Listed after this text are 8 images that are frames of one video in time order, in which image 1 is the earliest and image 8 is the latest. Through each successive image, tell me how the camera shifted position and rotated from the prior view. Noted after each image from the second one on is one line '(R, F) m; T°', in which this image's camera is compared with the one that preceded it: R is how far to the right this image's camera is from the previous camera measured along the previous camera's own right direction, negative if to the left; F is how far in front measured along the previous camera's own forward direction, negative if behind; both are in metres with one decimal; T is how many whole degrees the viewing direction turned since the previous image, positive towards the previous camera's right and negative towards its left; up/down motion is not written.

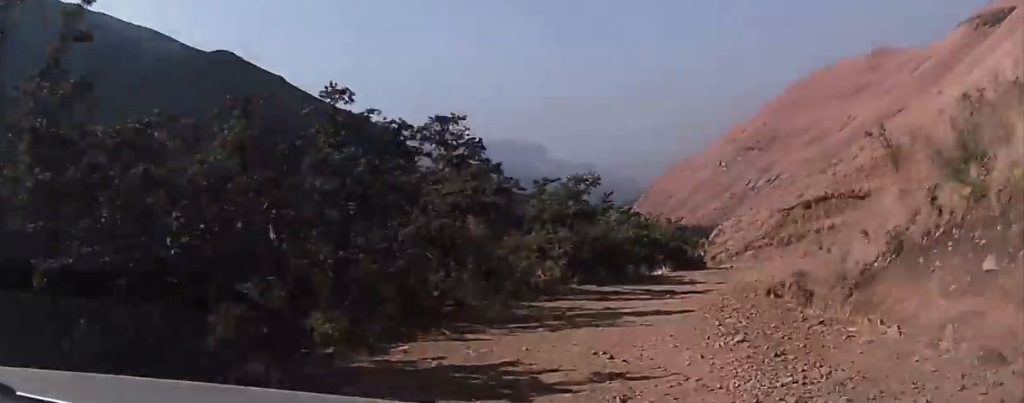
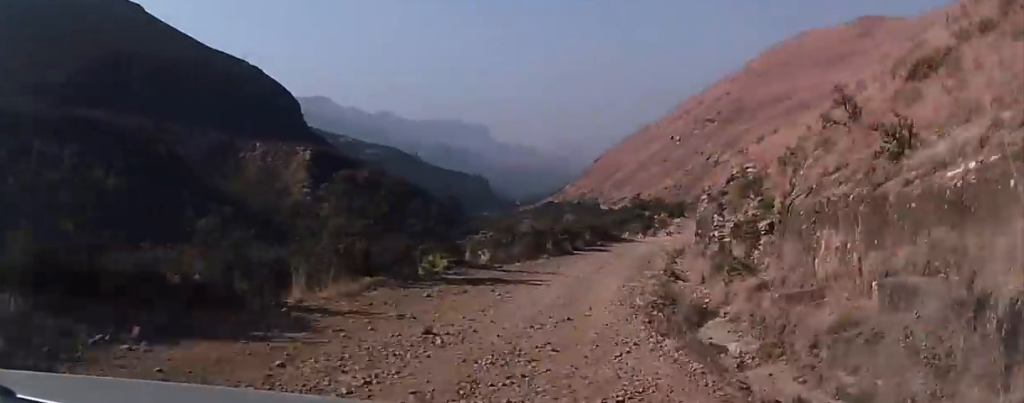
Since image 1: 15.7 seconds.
(+0.8, +90.4) m; 0°
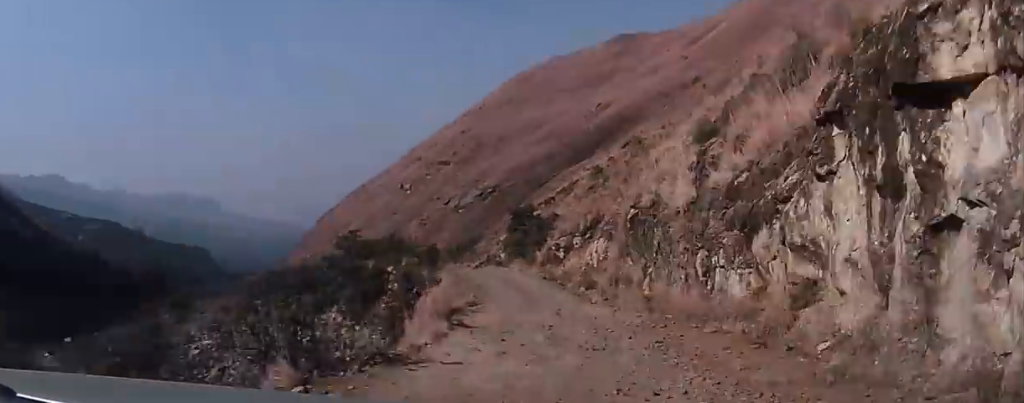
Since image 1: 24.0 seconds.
(+5.7, +52.3) m; +8°
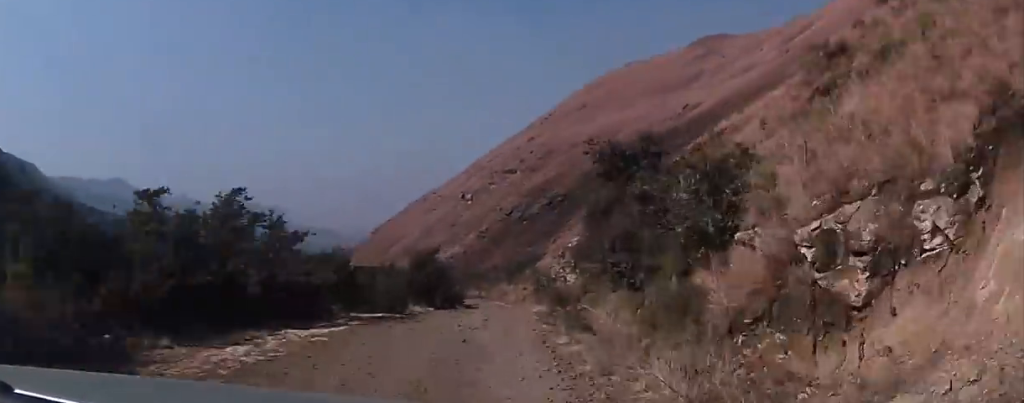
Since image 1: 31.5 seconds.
(+1.5, +50.5) m; -1°
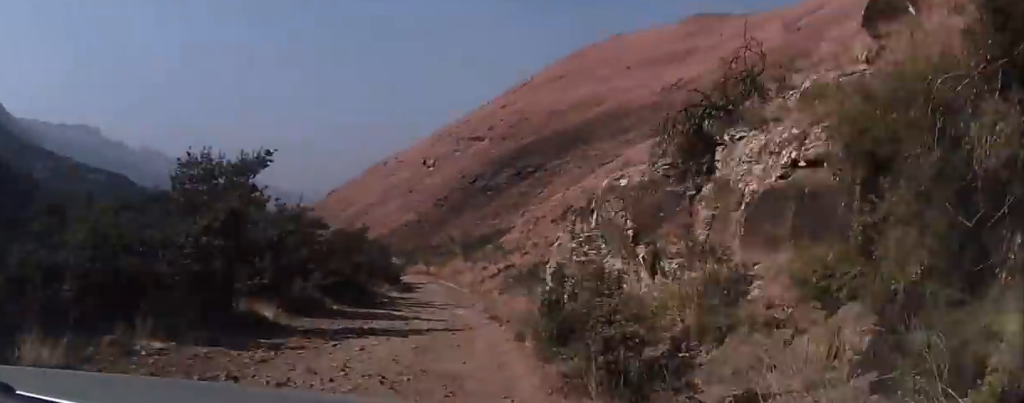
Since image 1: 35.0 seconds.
(-0.9, +24.8) m; -3°
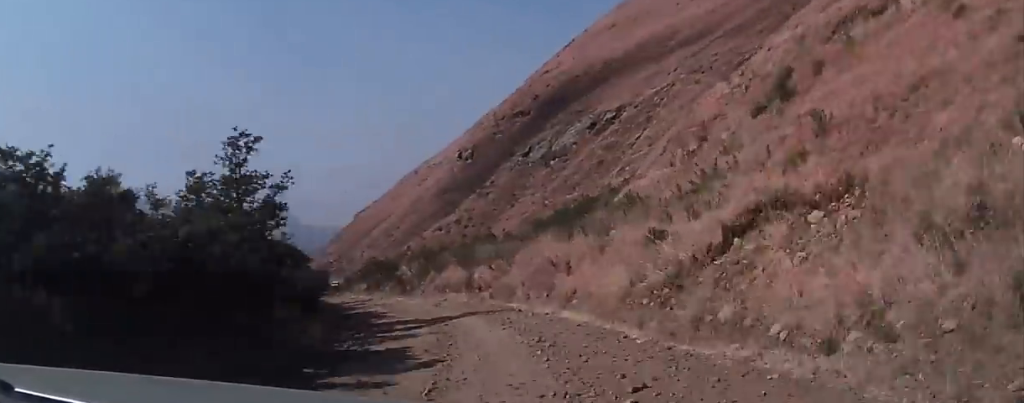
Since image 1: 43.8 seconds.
(-4.2, +63.9) m; -9°
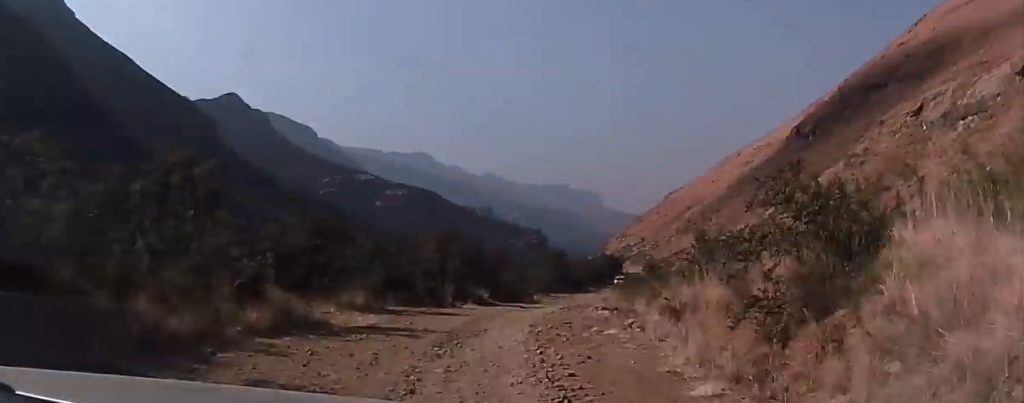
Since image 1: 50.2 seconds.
(-3.0, +46.7) m; -4°
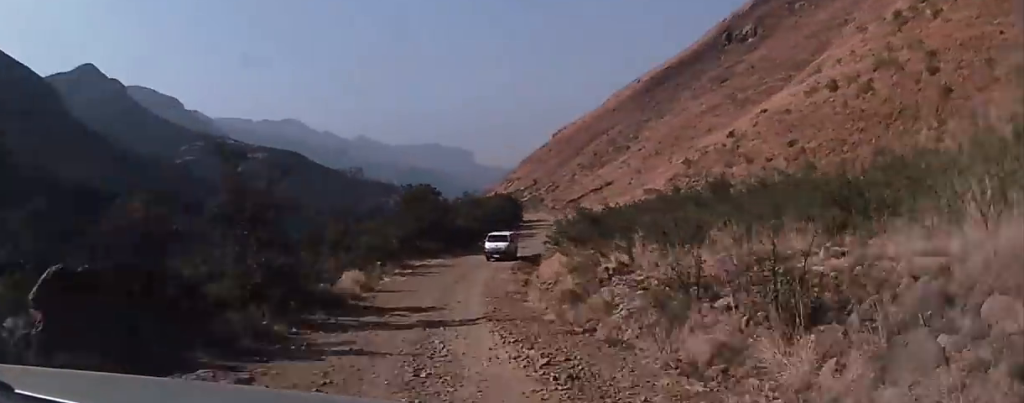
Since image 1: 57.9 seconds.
(-1.8, +55.9) m; +1°
